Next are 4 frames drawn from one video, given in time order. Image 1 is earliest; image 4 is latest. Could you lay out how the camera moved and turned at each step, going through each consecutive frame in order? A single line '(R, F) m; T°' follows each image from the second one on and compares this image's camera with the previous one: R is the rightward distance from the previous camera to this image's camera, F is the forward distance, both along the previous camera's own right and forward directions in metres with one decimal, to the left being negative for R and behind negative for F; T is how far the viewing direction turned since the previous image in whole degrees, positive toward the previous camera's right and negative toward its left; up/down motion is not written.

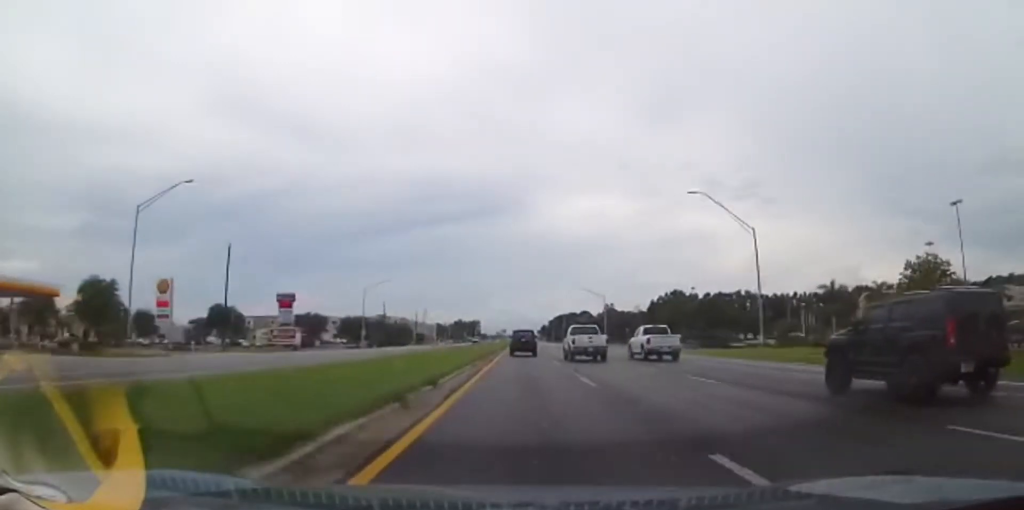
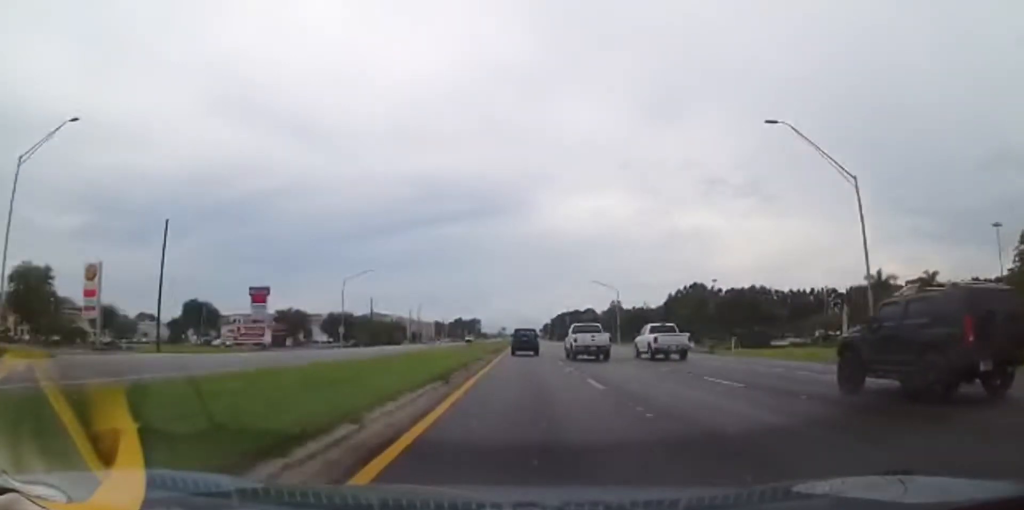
(0.0, +14.0) m; 0°
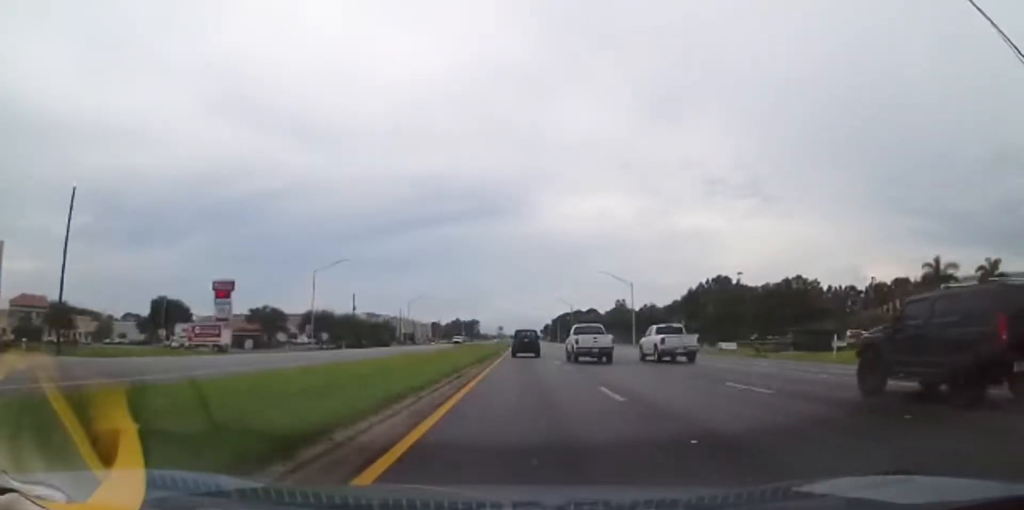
(0.0, +14.3) m; 0°
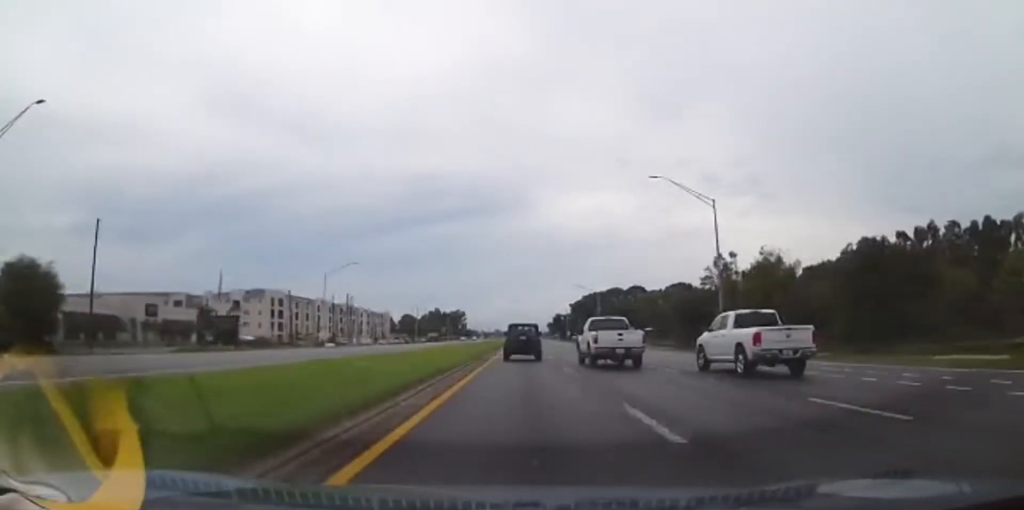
(-0.2, +128.4) m; 0°
